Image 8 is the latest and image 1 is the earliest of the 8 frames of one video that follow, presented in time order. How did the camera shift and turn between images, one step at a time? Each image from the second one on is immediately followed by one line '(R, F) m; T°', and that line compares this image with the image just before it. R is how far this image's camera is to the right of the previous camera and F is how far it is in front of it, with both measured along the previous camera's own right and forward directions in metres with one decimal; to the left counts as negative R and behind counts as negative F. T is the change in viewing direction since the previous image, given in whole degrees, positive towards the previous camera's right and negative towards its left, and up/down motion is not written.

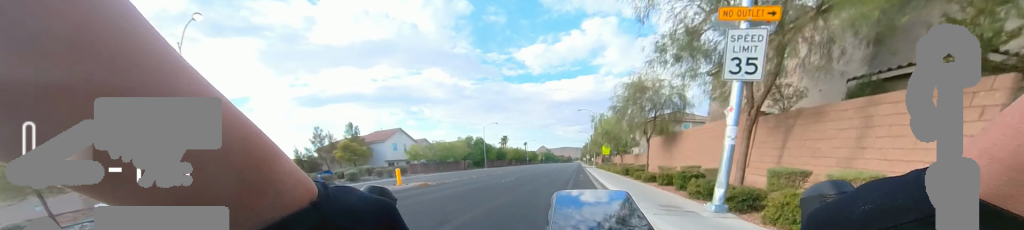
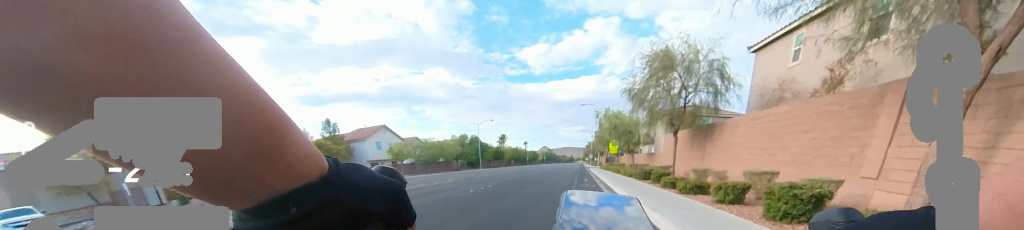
(0.0, +4.7) m; 0°
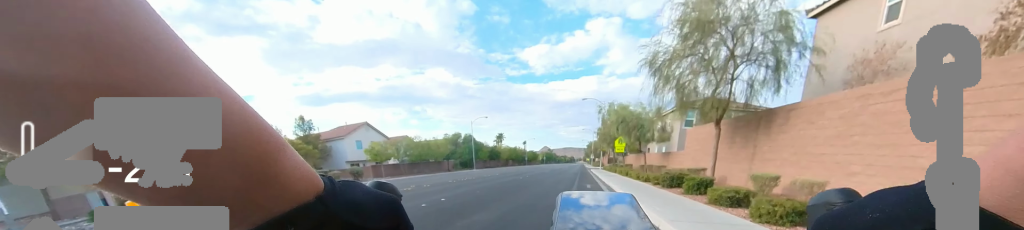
(0.0, +4.3) m; 0°
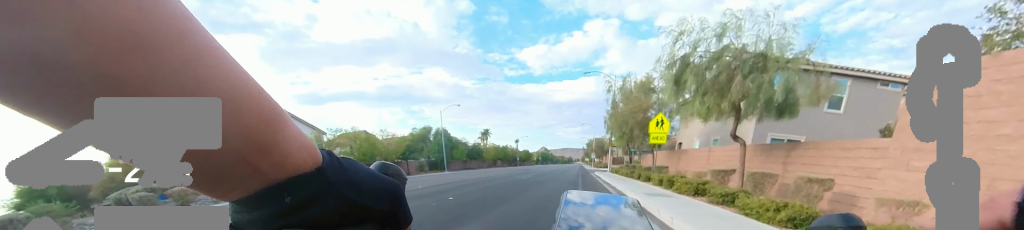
(0.0, +12.2) m; 0°
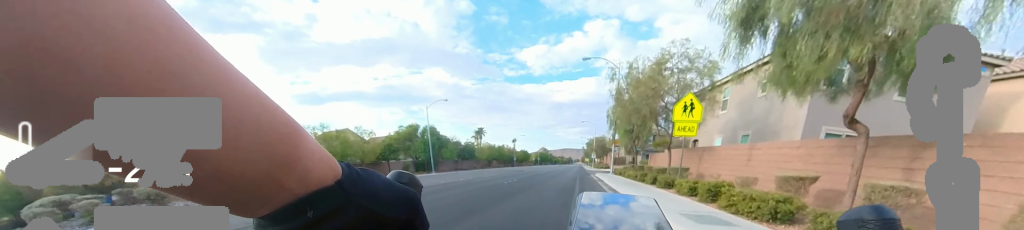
(0.0, +4.1) m; 0°
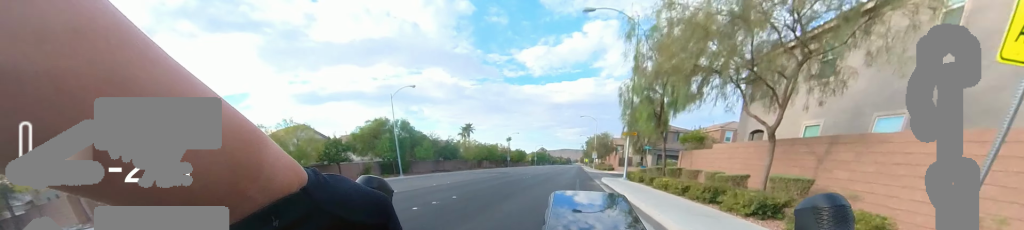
(0.0, +8.2) m; 0°
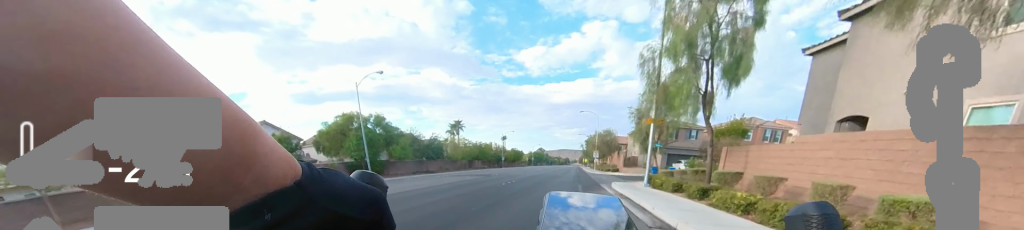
(0.0, +5.5) m; 0°
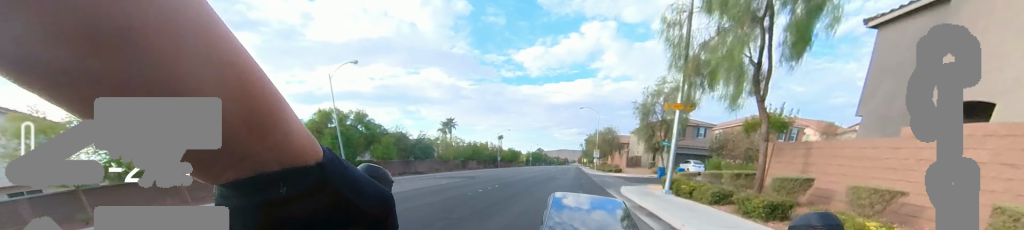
(0.0, +3.2) m; 0°
